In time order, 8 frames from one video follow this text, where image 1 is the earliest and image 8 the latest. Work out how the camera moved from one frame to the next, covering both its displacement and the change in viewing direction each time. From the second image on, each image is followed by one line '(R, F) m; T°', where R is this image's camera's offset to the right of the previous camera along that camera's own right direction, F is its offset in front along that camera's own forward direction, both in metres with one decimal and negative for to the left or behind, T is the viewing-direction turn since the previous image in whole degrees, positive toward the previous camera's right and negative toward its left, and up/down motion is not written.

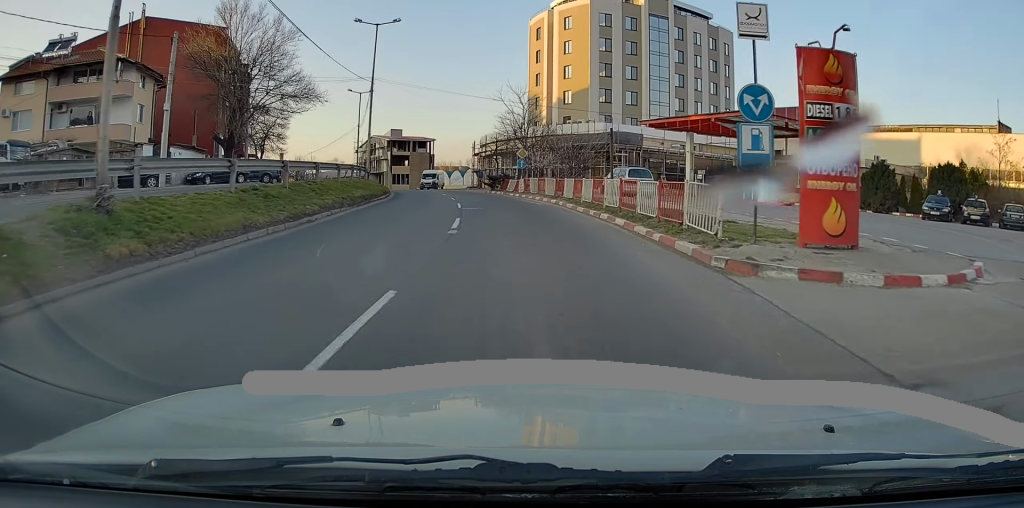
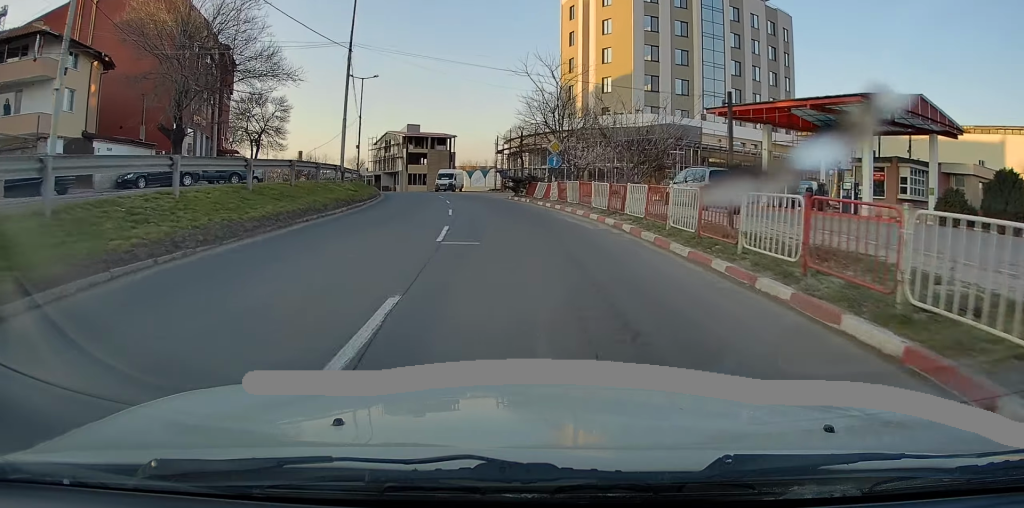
(-0.3, +10.7) m; -2°
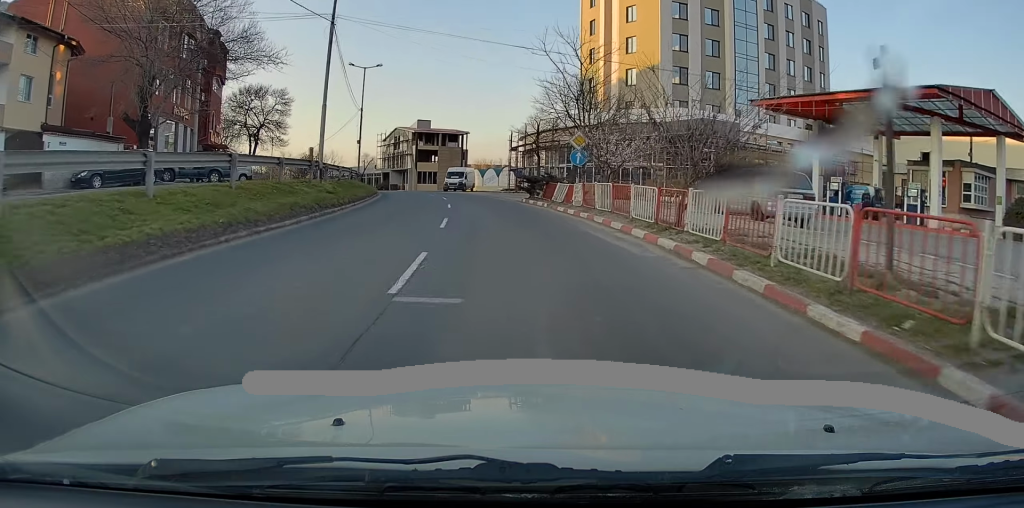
(-0.1, +5.0) m; -1°
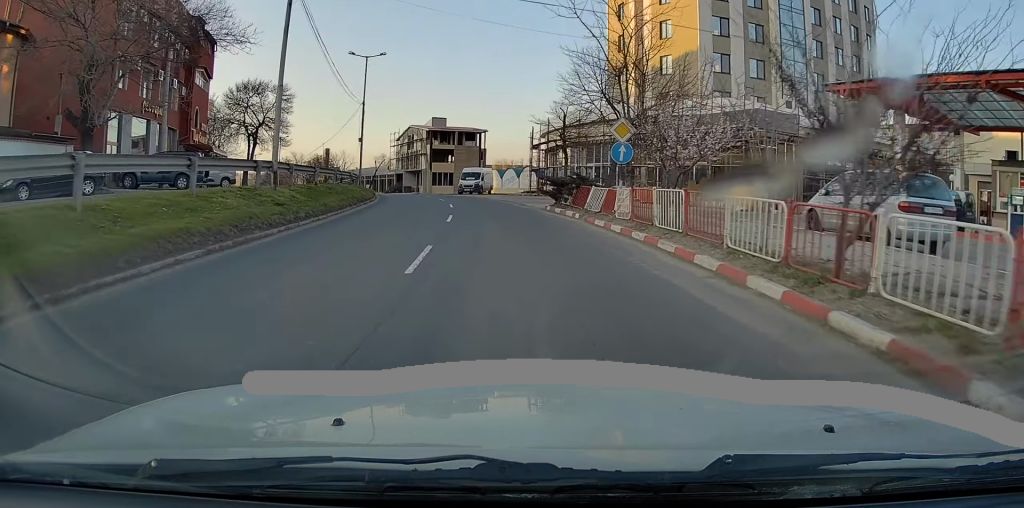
(0.0, +6.2) m; -2°
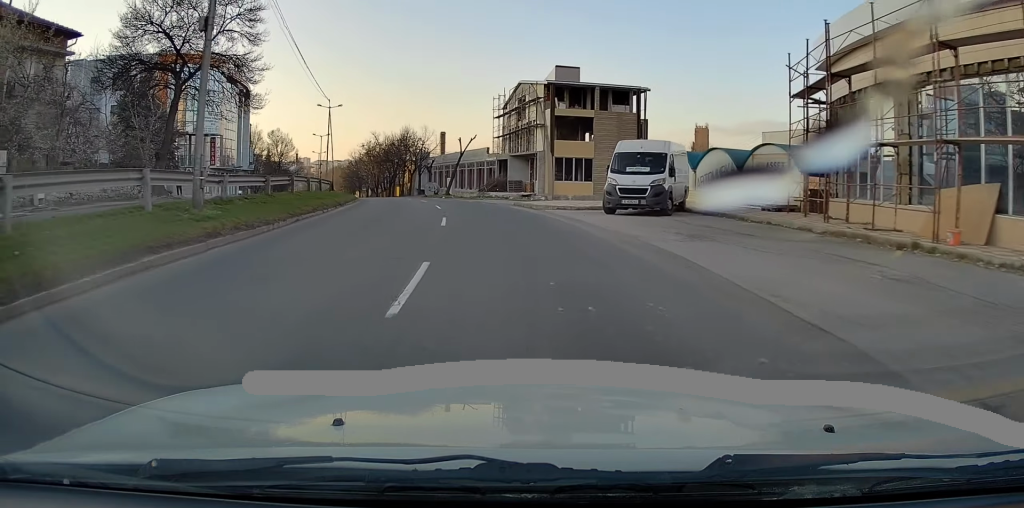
(-4.5, +37.0) m; -14°
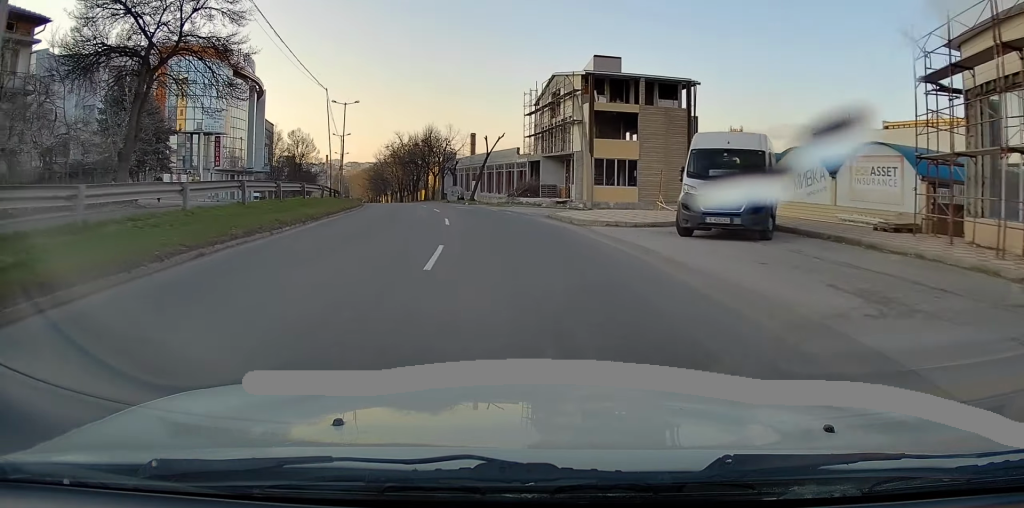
(-0.2, +6.4) m; -2°
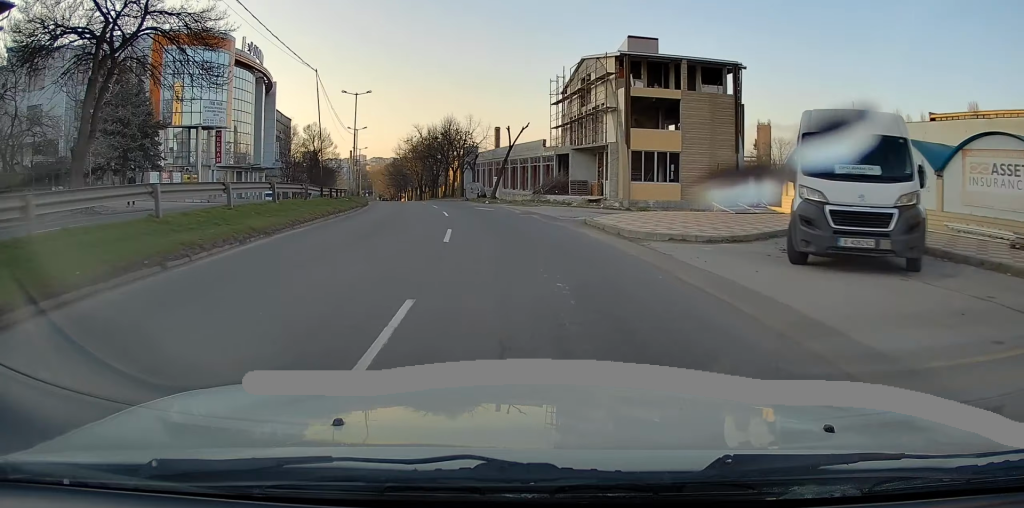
(0.0, +5.2) m; -2°
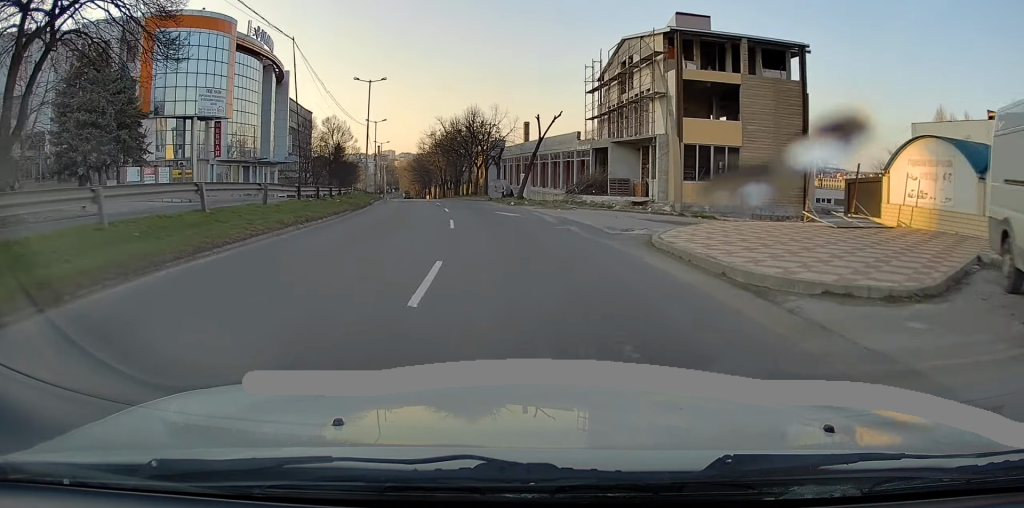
(-0.2, +6.0) m; -2°
